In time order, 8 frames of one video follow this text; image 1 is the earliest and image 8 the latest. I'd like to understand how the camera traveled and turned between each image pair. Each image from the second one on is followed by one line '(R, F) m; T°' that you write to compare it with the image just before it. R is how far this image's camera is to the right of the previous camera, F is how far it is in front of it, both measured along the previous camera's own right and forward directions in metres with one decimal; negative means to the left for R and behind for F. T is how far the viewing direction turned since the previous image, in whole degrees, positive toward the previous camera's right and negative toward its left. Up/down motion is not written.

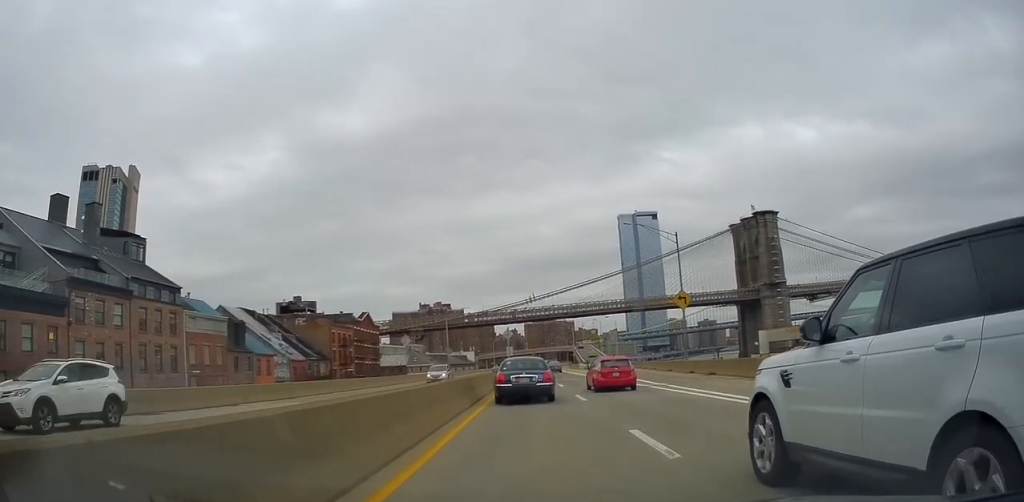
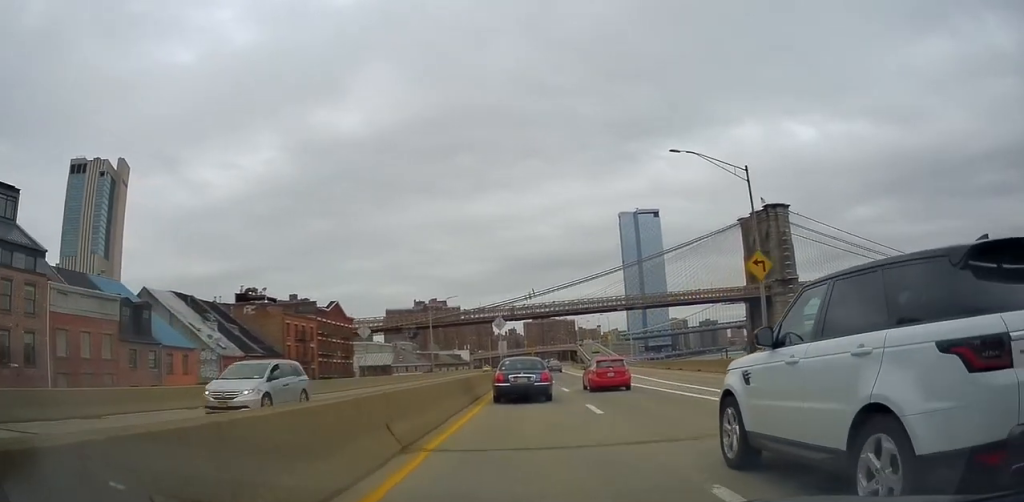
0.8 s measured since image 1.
(0.0, +16.9) m; 0°
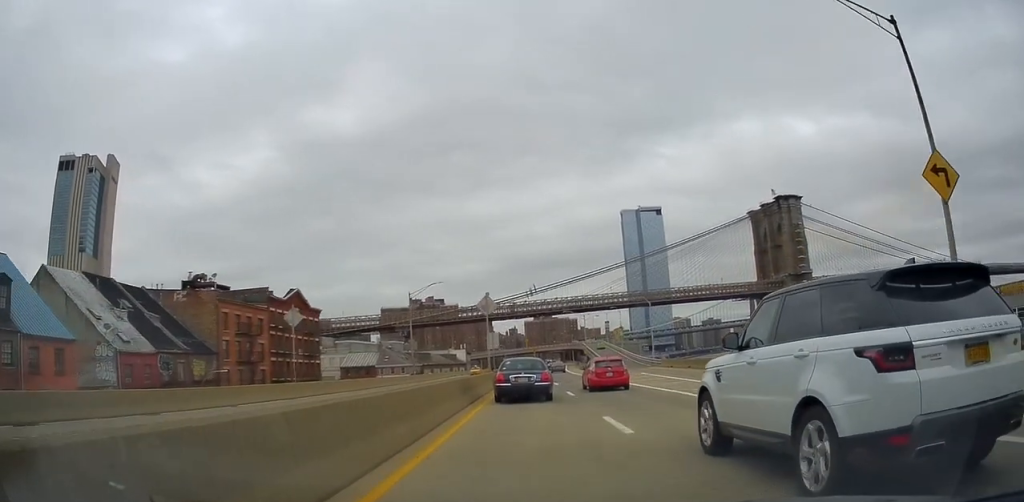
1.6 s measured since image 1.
(0.0, +15.9) m; +1°
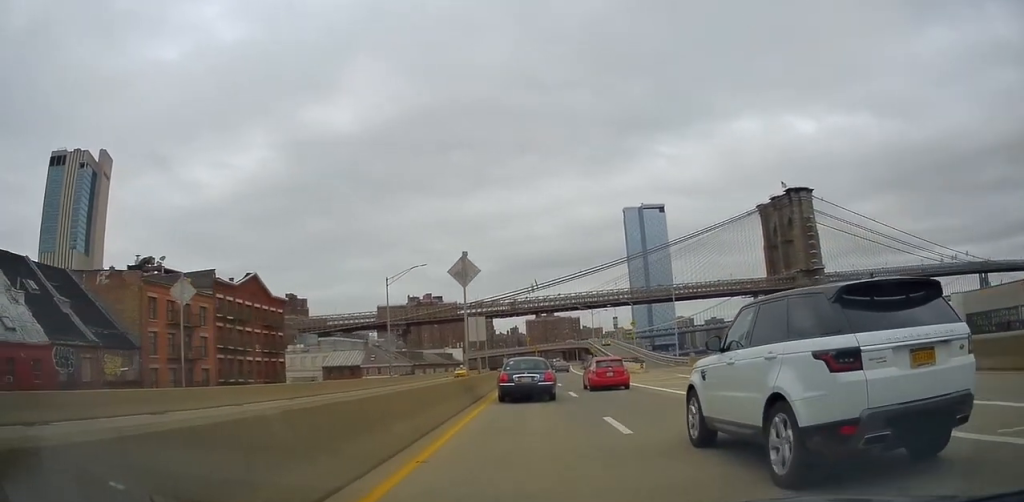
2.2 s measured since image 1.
(-0.2, +12.5) m; +1°
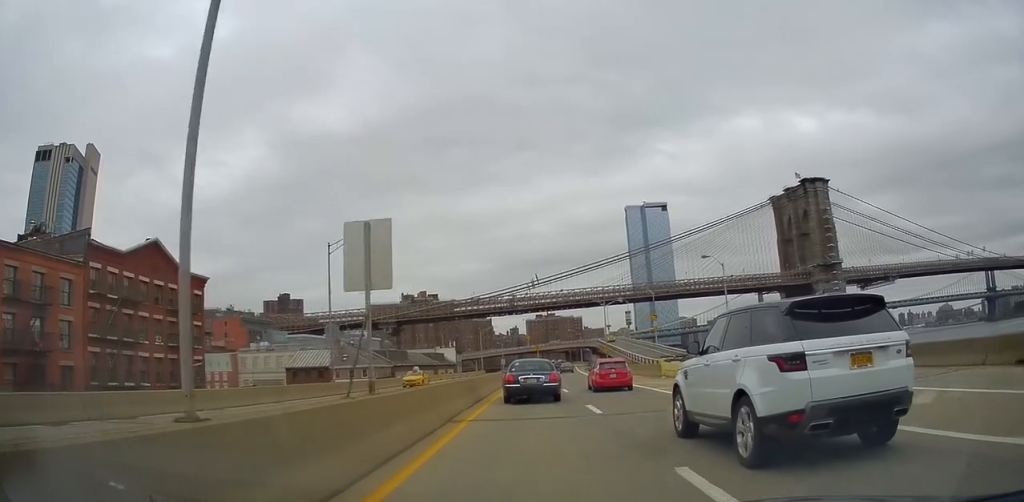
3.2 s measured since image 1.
(+0.6, +18.6) m; -1°
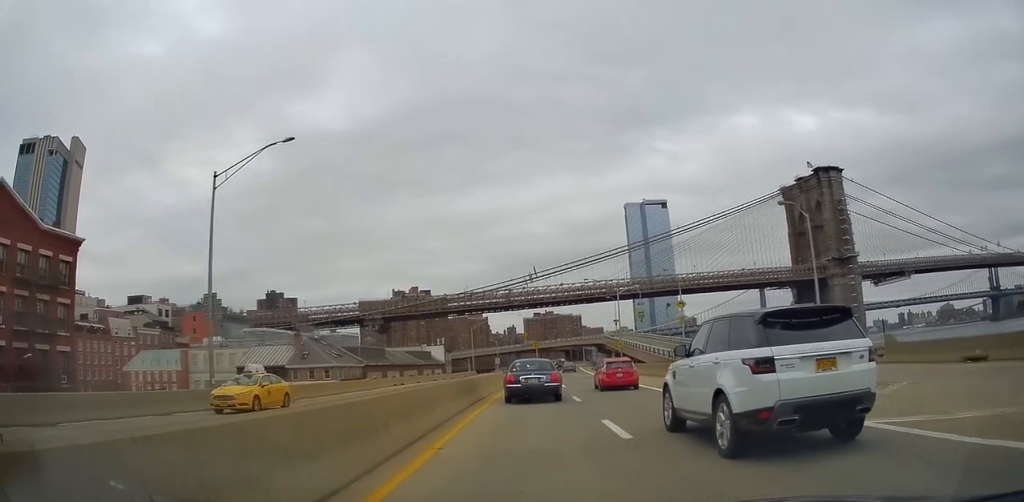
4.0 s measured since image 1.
(-0.7, +17.0) m; -1°
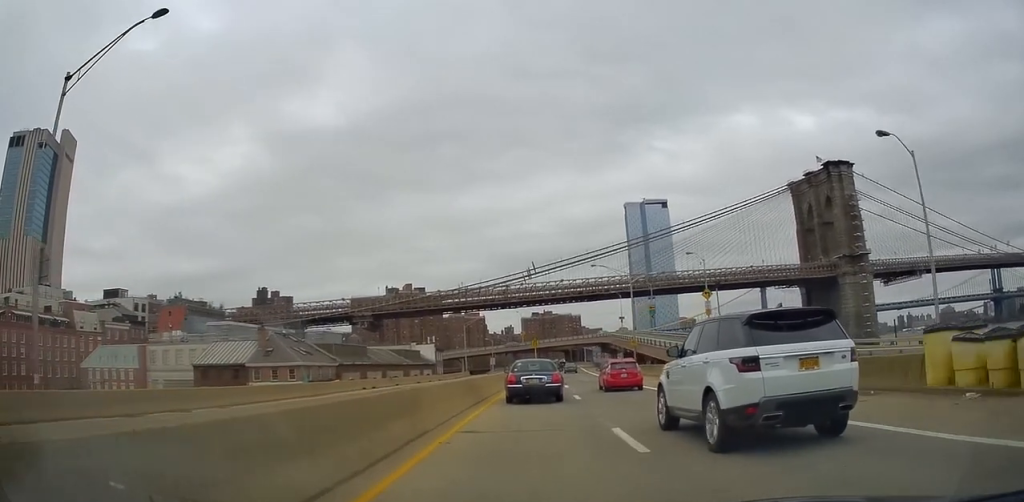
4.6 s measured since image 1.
(0.0, +11.4) m; 0°
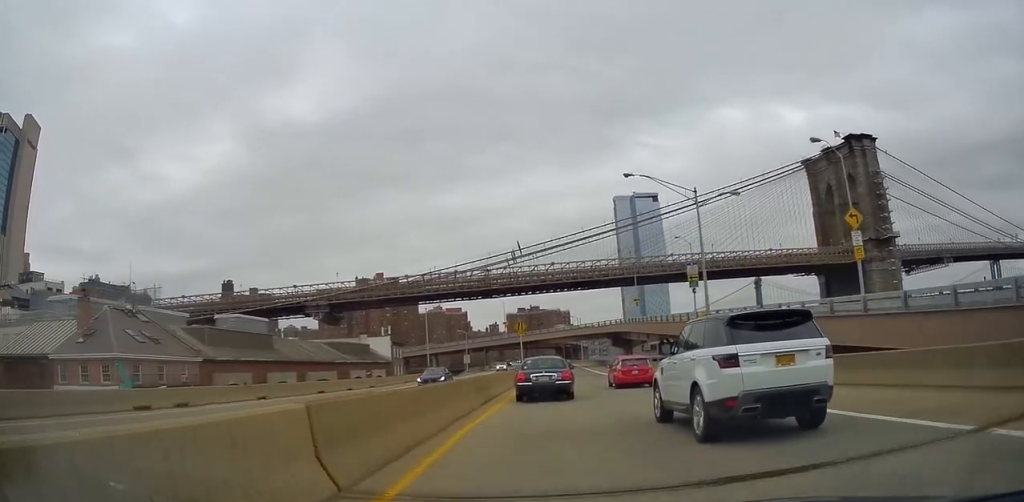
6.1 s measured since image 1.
(+0.2, +31.0) m; +1°
